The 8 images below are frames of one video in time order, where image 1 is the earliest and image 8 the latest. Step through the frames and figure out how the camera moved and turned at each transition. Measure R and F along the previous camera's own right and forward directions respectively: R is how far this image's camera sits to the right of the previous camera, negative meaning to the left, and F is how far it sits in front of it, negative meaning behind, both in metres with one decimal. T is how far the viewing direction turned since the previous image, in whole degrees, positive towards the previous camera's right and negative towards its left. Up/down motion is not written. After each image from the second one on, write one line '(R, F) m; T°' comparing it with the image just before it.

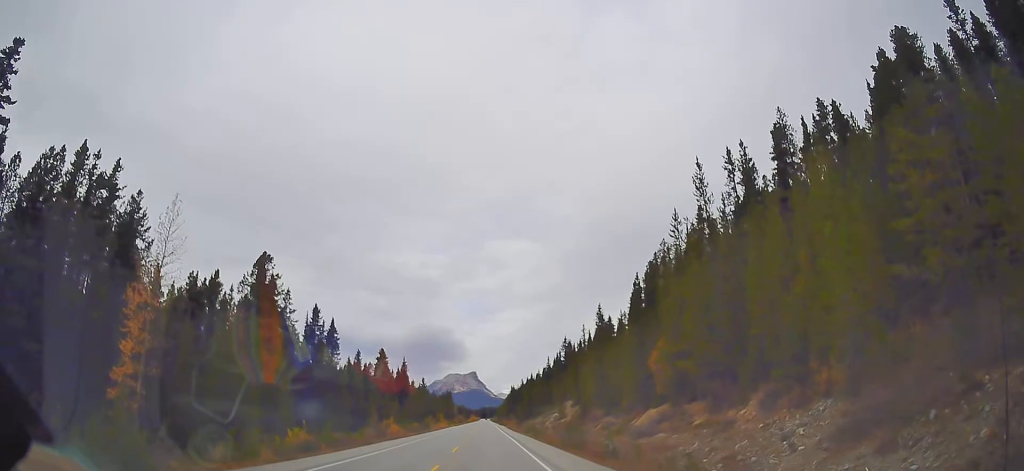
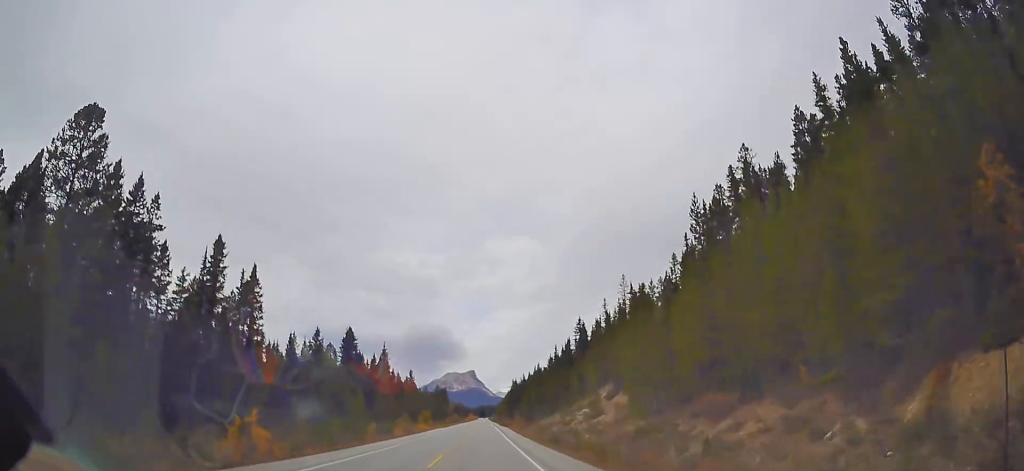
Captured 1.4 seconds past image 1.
(+0.4, +34.0) m; 0°
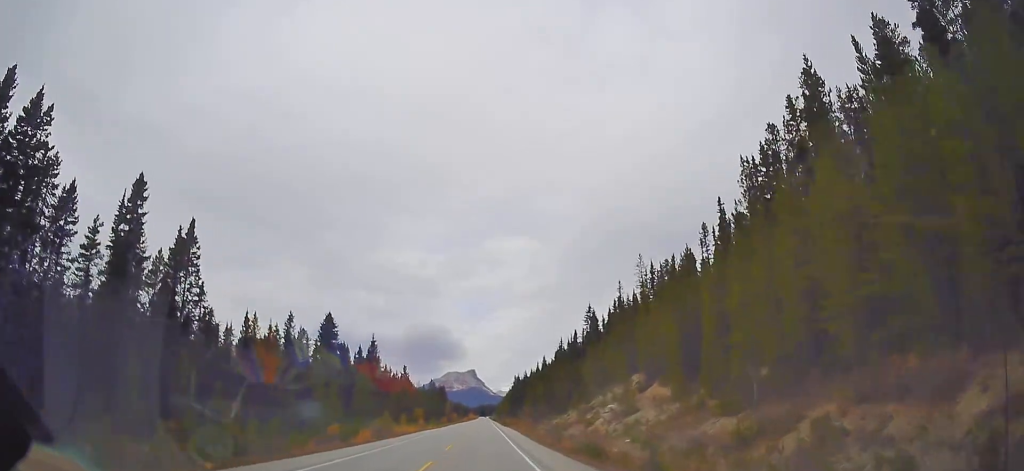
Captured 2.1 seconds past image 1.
(+0.2, +16.3) m; -1°
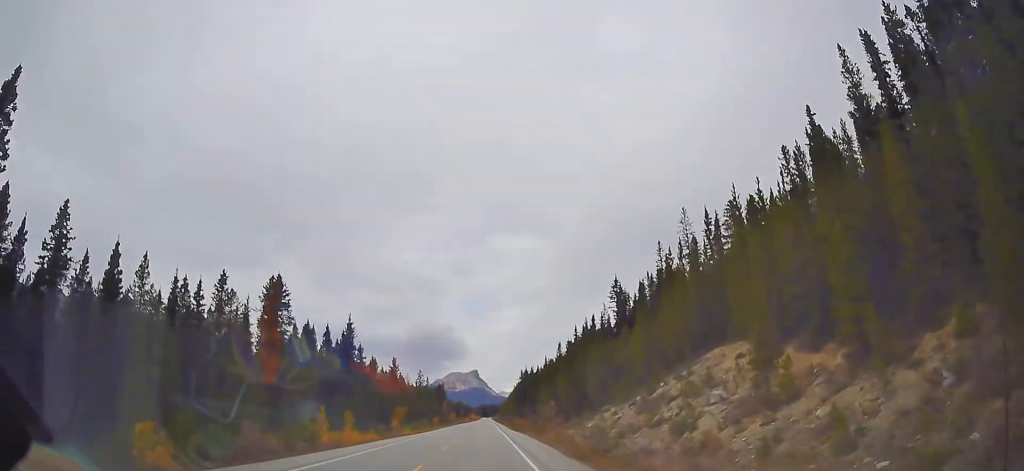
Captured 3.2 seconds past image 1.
(-0.6, +27.2) m; 0°
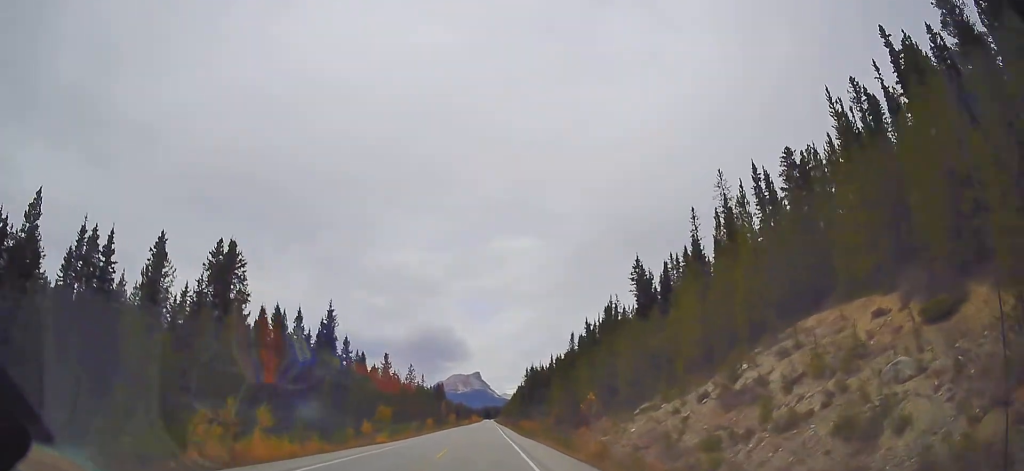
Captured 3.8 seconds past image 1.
(+0.3, +16.6) m; 0°
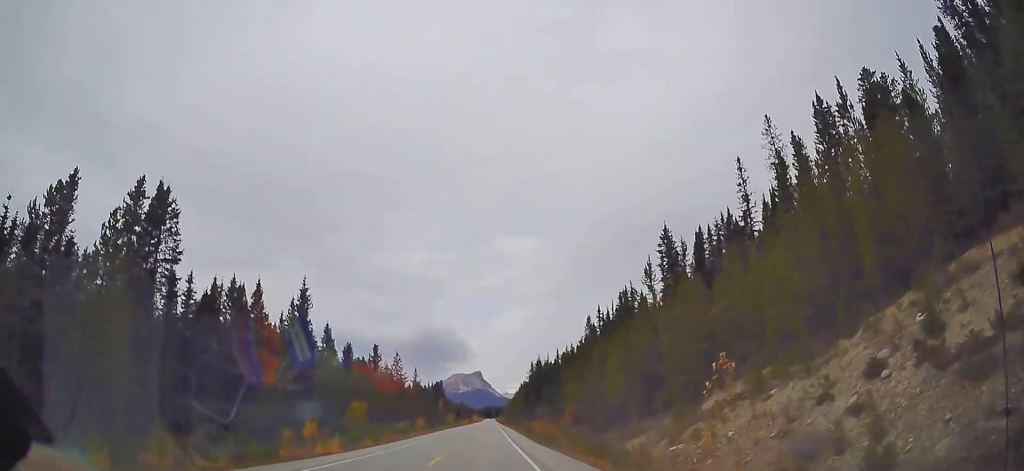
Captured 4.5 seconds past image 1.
(0.0, +16.7) m; 0°
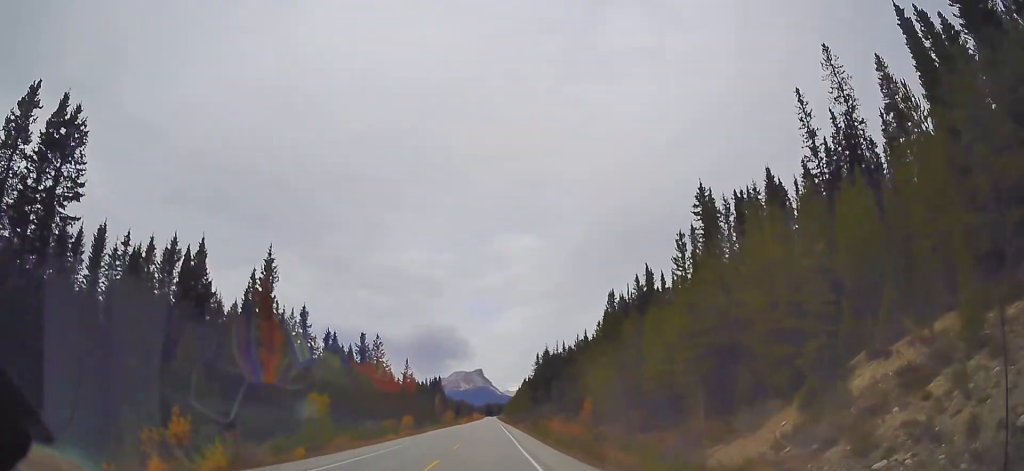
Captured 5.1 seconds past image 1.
(-0.1, +15.1) m; 0°
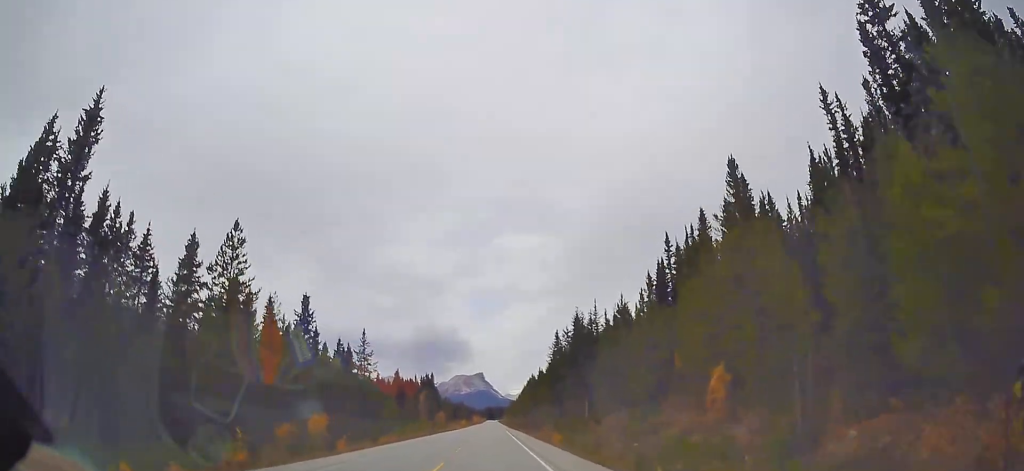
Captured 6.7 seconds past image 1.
(-0.5, +40.8) m; -2°
